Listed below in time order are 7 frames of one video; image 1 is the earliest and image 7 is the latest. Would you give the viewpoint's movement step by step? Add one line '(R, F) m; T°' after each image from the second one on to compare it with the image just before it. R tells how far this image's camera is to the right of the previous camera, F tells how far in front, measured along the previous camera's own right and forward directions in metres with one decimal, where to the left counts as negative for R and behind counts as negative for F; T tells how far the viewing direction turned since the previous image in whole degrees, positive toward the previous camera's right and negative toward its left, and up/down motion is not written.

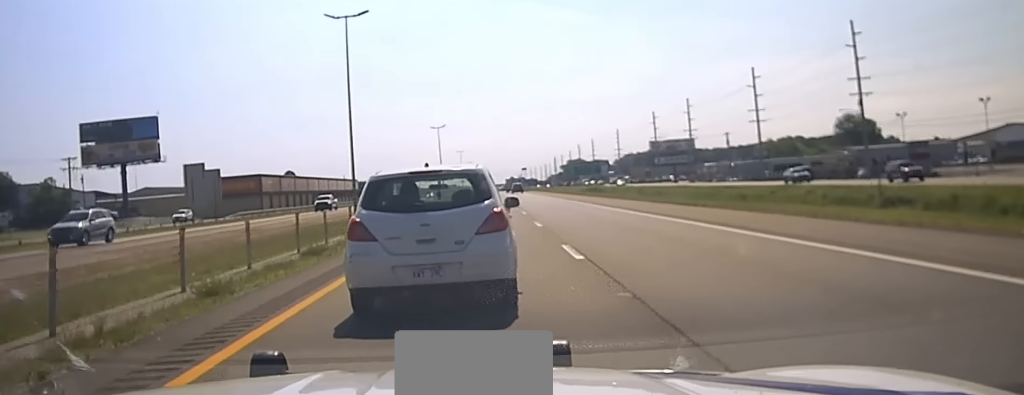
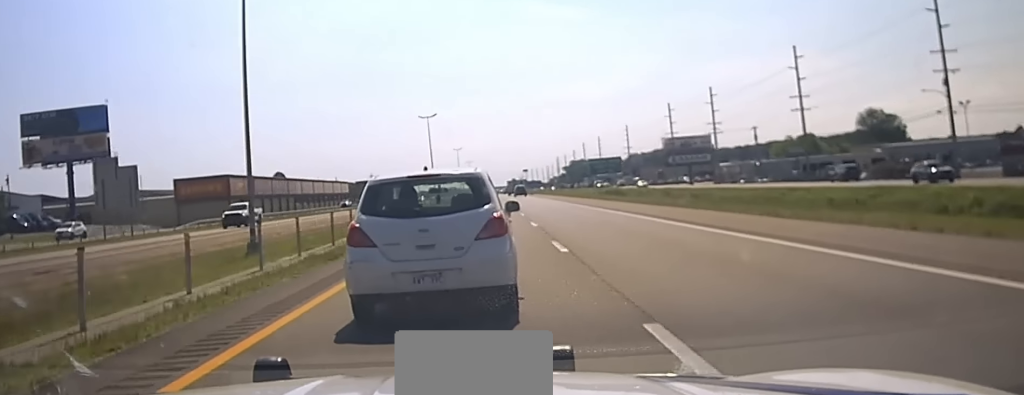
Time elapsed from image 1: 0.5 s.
(+0.1, +20.4) m; 0°
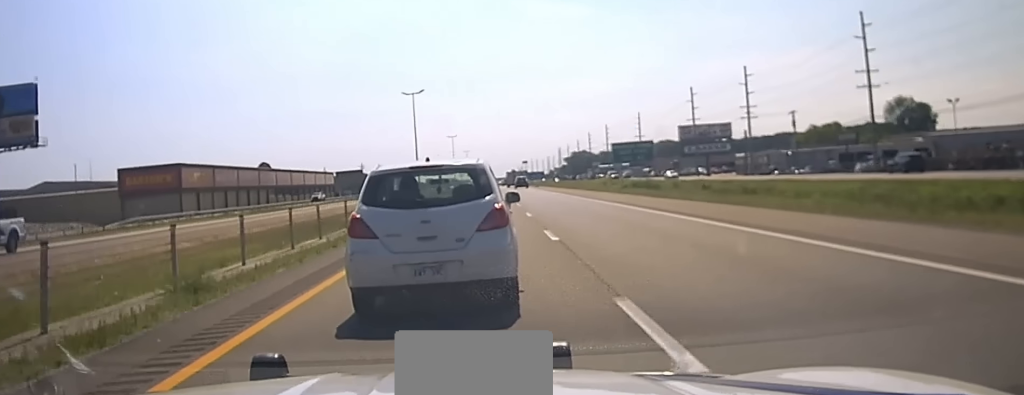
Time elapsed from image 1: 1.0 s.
(0.0, +22.5) m; 0°
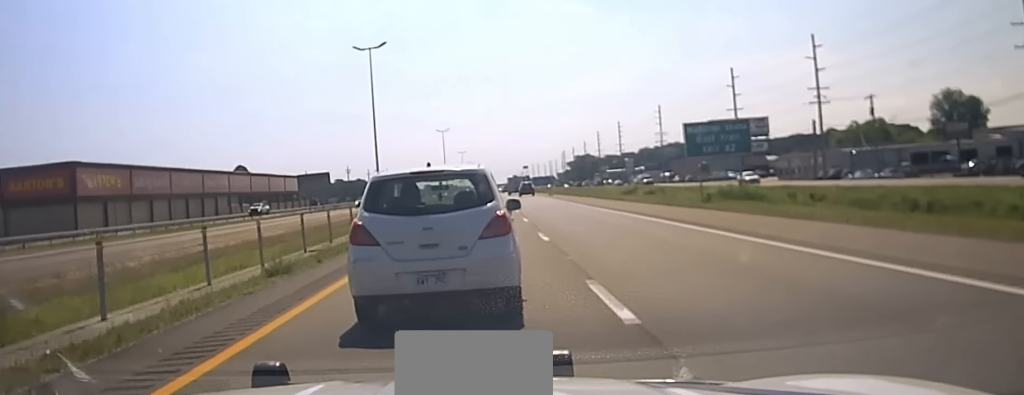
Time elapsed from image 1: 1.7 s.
(0.0, +33.9) m; 0°
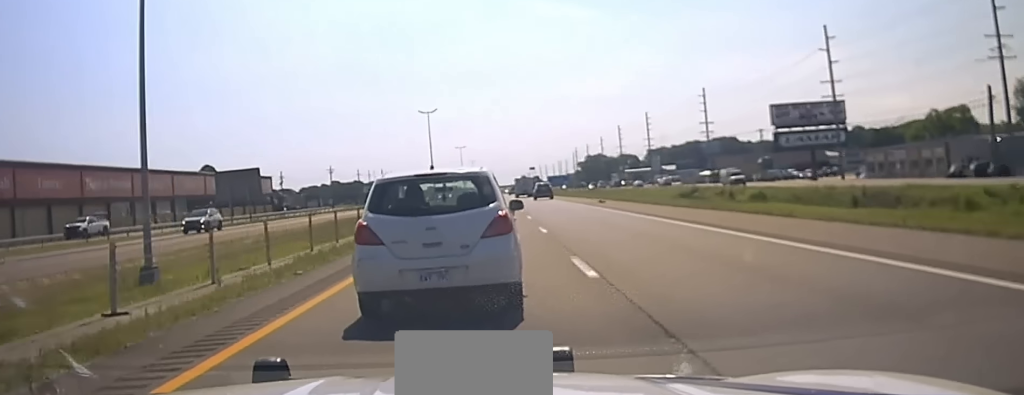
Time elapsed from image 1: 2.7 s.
(-0.1, +46.4) m; -1°
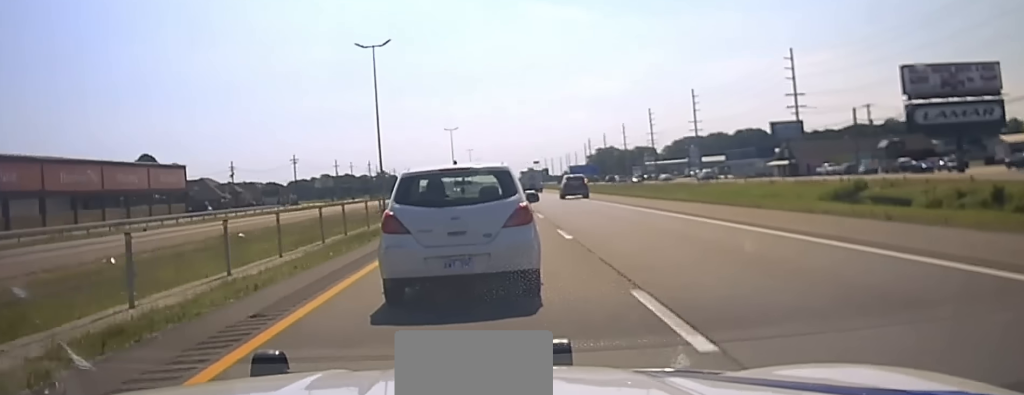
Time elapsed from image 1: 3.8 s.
(-0.5, +58.9) m; -1°
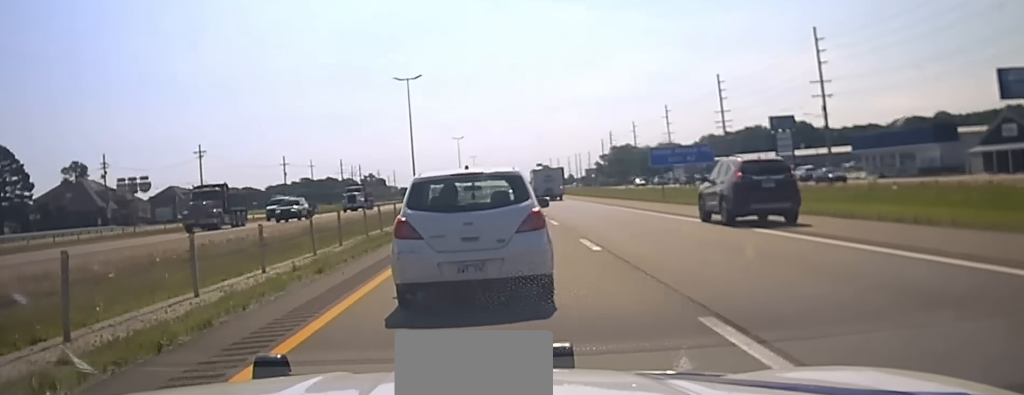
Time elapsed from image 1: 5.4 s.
(0.0, +80.8) m; 0°
